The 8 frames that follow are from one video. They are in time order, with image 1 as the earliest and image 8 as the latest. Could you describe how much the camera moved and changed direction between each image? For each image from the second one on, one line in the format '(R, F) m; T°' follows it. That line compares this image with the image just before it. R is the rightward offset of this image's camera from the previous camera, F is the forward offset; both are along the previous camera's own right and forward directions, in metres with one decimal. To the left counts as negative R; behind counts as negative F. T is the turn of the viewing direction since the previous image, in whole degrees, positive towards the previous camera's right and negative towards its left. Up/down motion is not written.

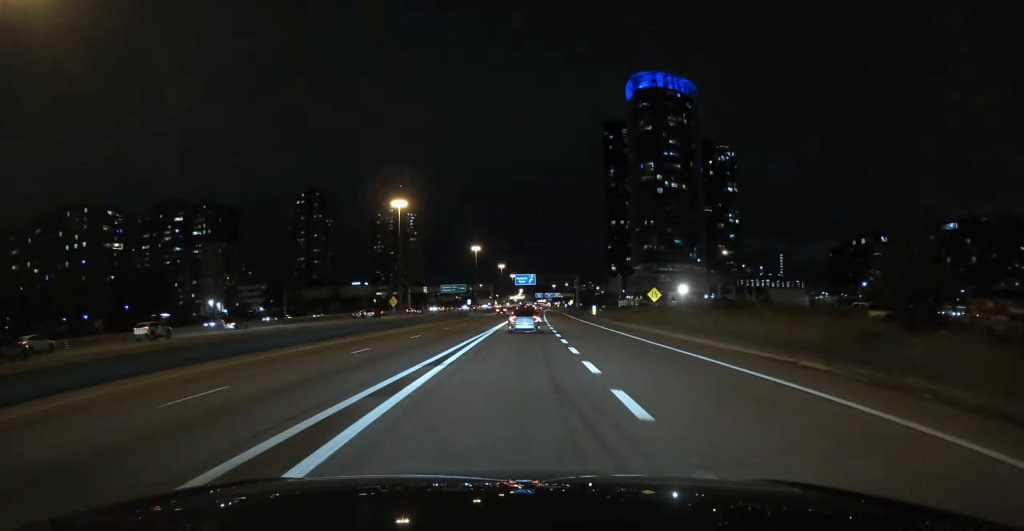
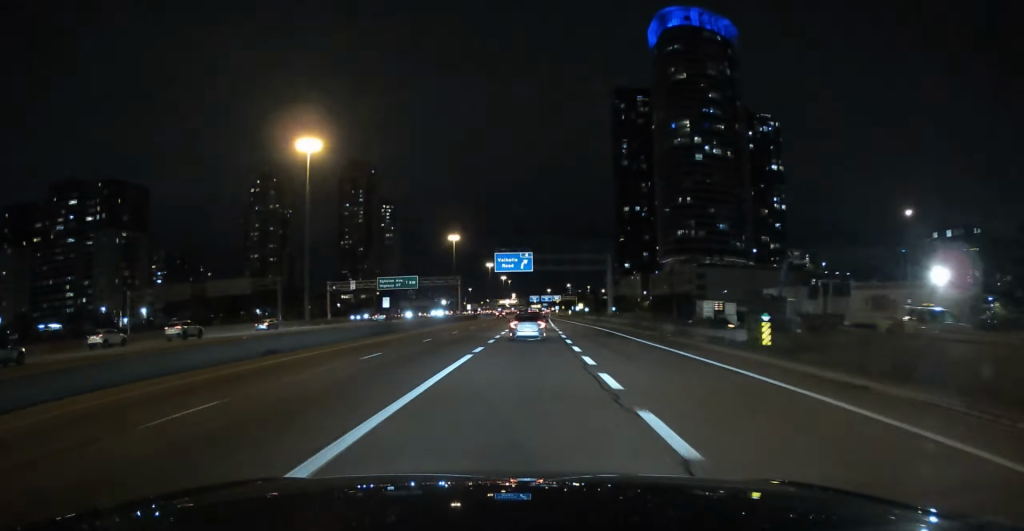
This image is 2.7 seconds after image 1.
(+0.4, +129.3) m; +1°
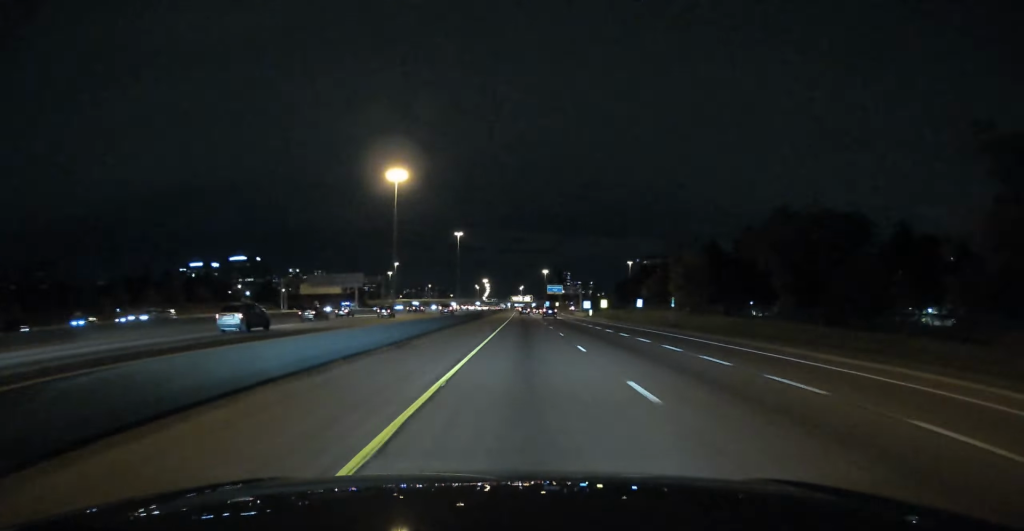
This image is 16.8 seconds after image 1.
(+8.2, +462.0) m; +1°
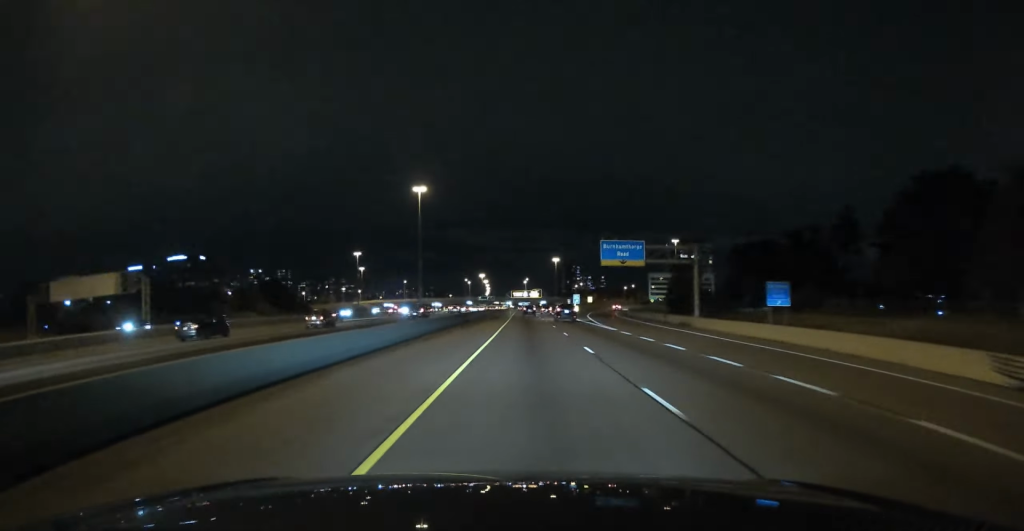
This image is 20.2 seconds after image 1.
(-0.1, +95.0) m; 0°
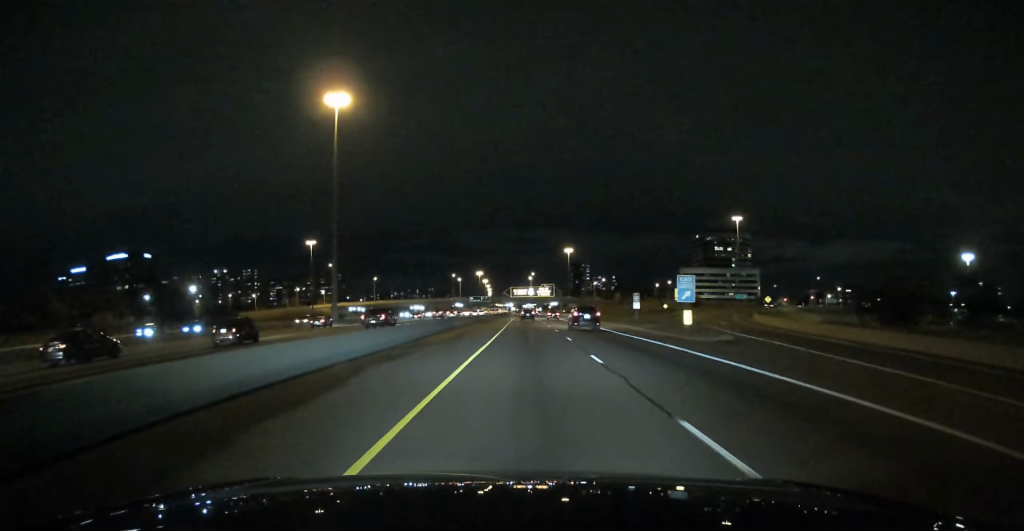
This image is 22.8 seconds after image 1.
(-0.3, +76.8) m; 0°
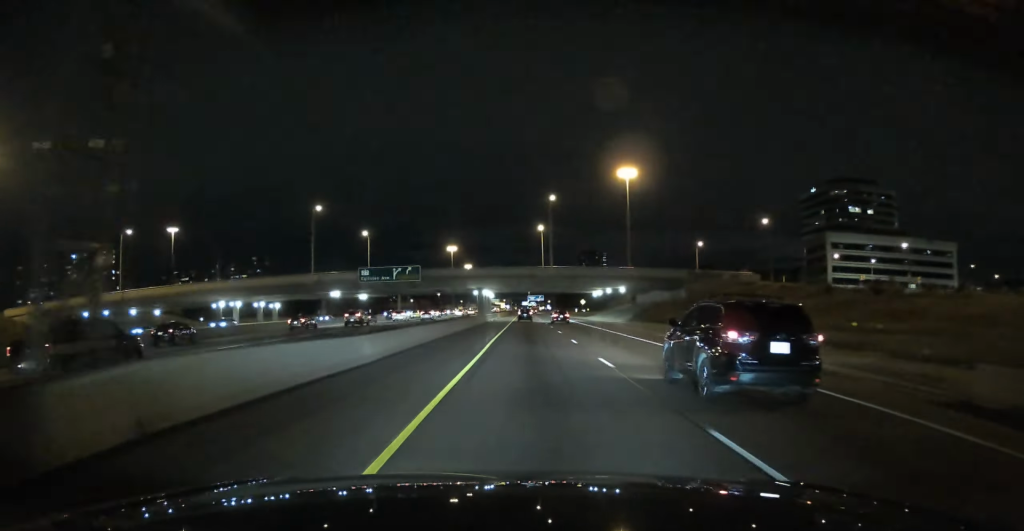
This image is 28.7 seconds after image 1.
(-0.4, +179.2) m; 0°
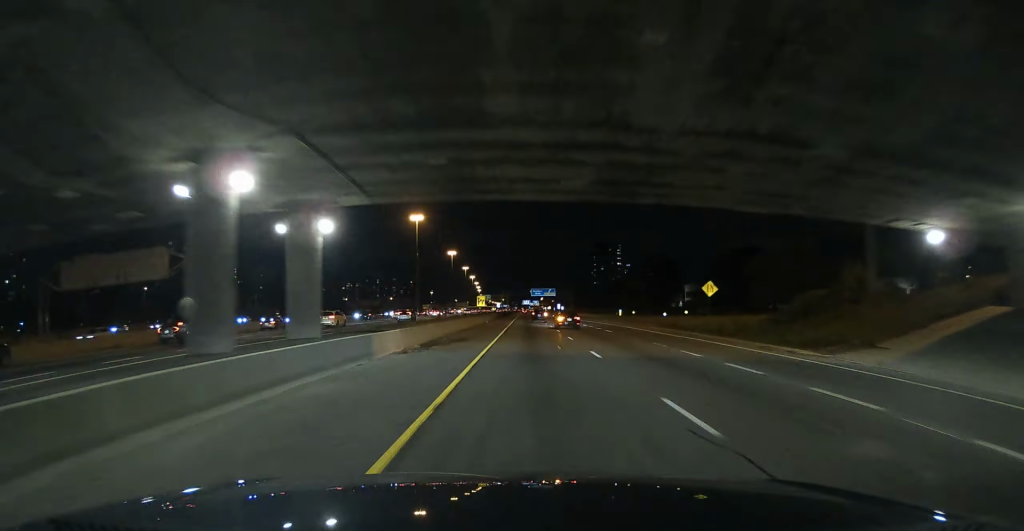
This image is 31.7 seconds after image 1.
(0.0, +97.7) m; 0°
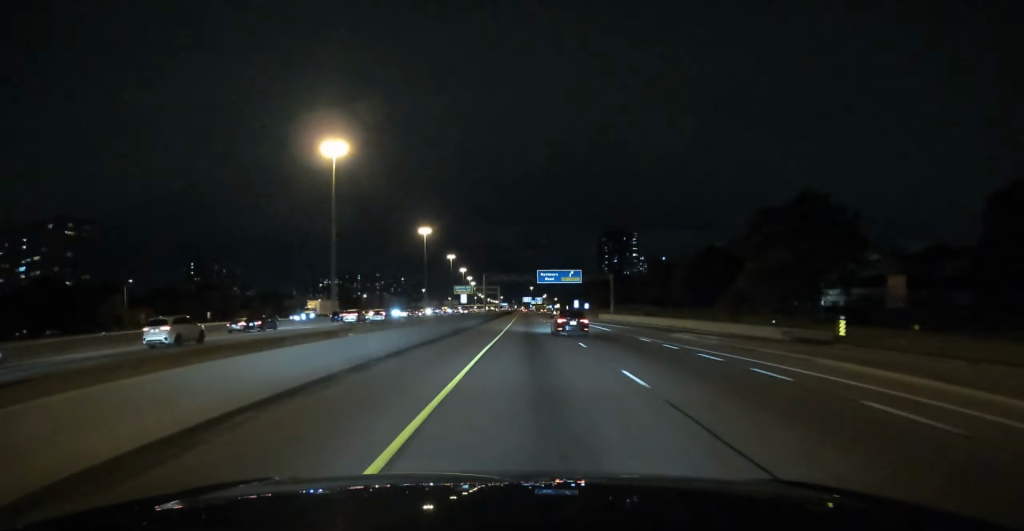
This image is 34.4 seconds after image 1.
(-0.2, +85.1) m; 0°
